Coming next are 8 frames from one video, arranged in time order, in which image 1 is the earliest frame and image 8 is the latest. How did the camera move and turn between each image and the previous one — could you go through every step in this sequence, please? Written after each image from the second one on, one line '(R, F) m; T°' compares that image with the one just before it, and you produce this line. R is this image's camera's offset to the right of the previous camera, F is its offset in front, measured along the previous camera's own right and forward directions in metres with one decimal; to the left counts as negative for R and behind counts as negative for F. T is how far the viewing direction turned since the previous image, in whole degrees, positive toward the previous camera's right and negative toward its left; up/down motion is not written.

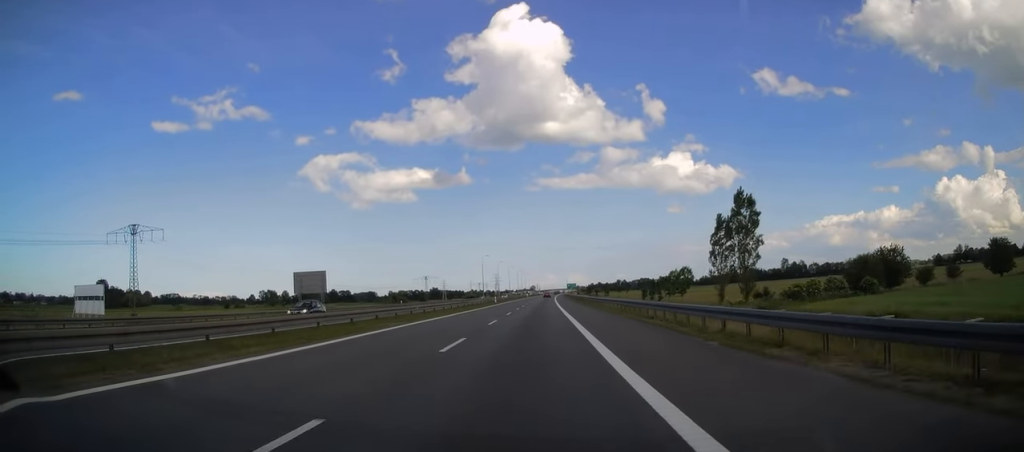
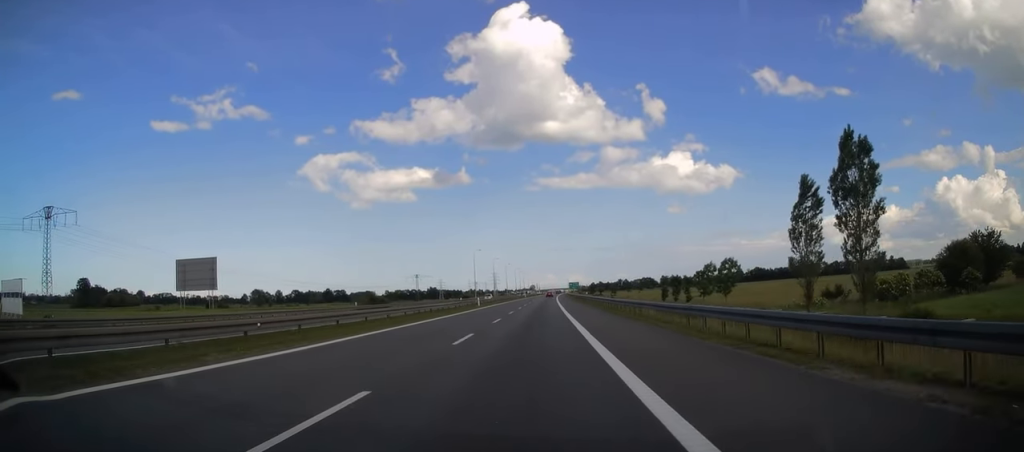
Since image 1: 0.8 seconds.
(0.0, +21.8) m; 0°
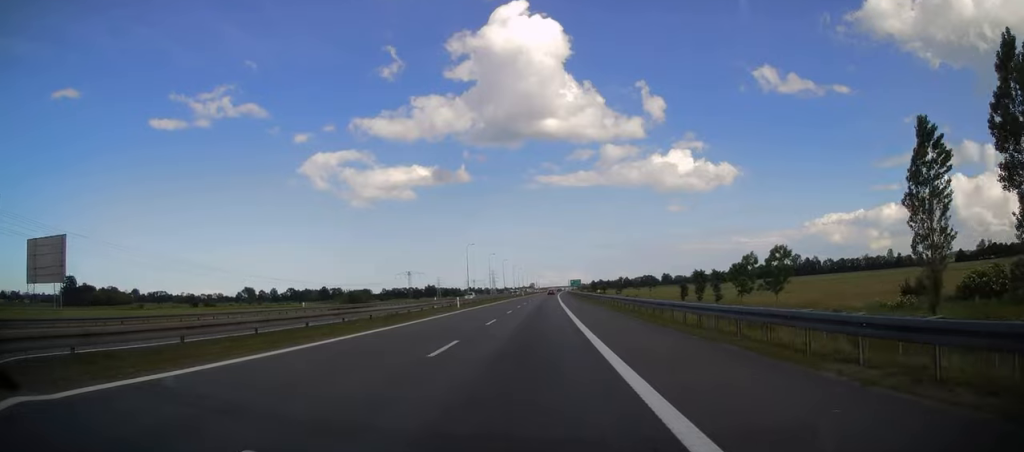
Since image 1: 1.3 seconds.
(0.0, +15.3) m; 0°
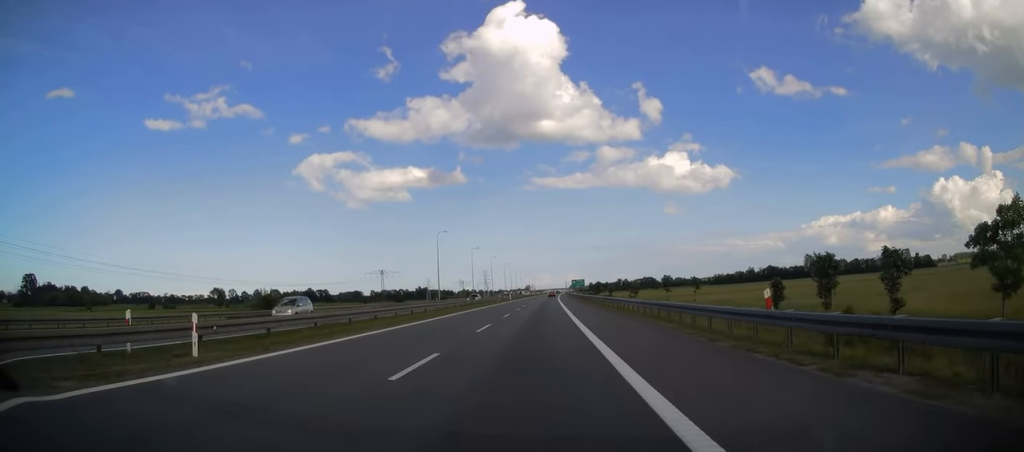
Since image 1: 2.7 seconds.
(-0.1, +38.9) m; 0°
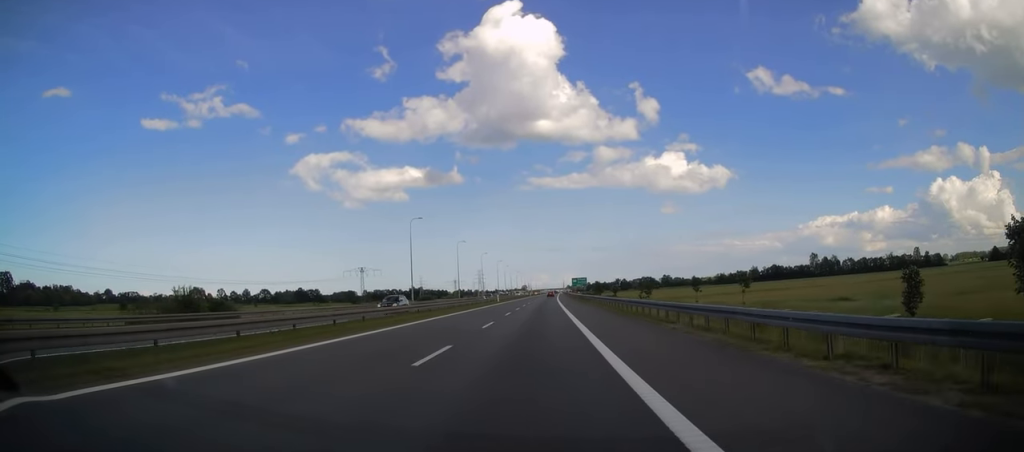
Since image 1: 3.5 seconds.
(0.0, +21.7) m; +1°
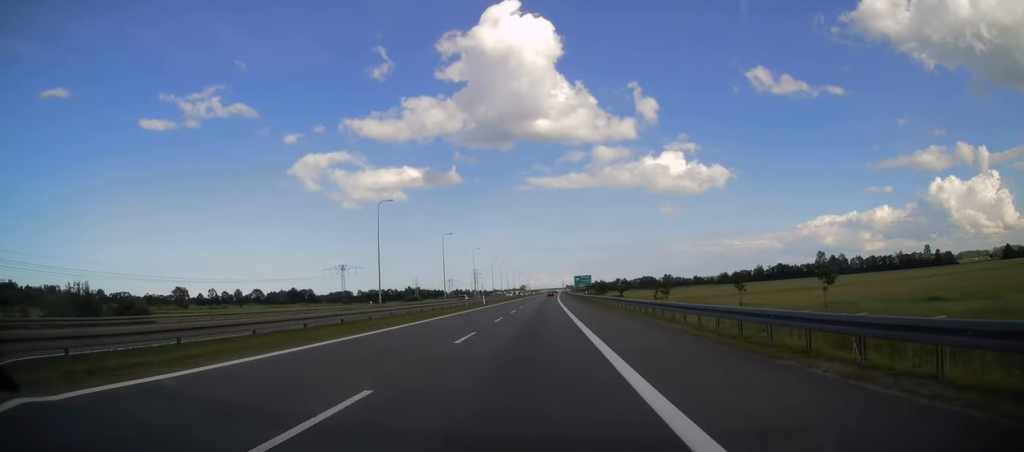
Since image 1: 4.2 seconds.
(+0.1, +19.0) m; 0°
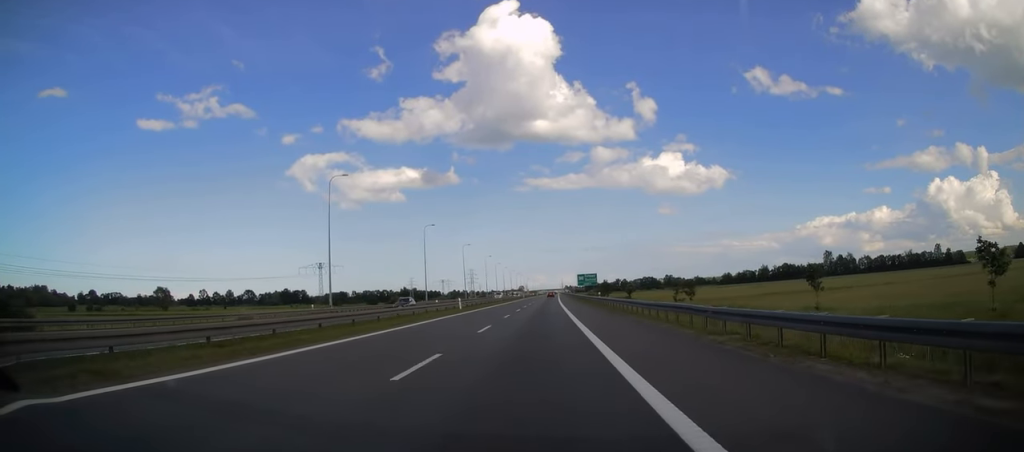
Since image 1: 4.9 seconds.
(+0.2, +18.5) m; 0°
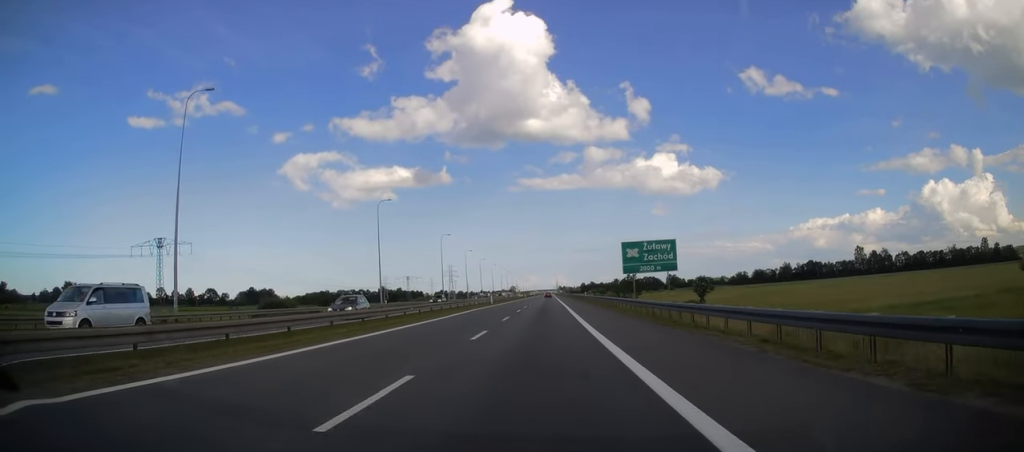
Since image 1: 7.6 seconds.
(+0.5, +75.0) m; +1°
